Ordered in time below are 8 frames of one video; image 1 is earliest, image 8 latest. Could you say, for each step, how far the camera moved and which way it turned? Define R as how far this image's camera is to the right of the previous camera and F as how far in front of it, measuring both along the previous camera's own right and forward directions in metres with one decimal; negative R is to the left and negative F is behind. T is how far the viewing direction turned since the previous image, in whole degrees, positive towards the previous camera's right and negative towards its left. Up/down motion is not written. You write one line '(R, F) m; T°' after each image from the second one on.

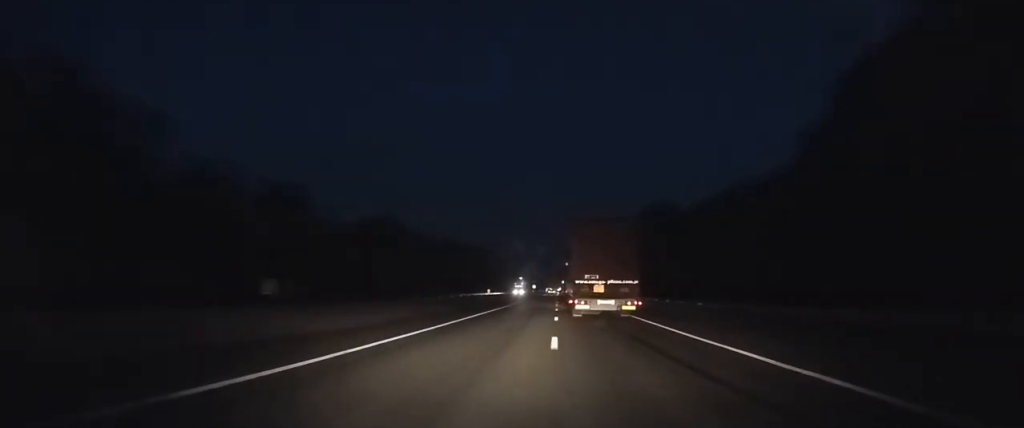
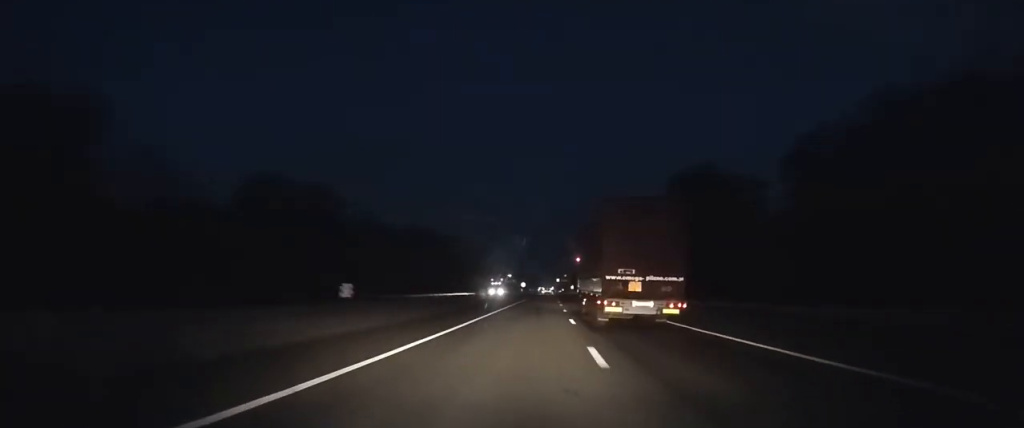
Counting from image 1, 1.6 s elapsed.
(+0.2, +36.1) m; +1°
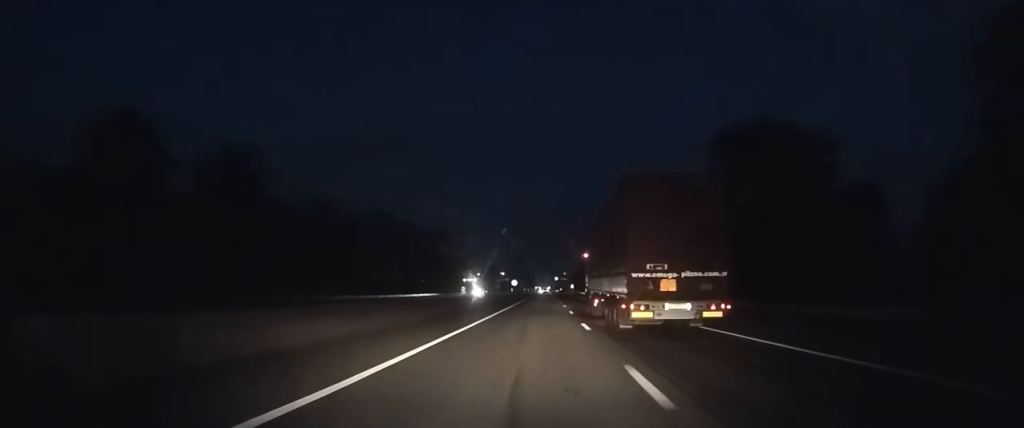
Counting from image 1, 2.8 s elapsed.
(+0.1, +23.2) m; 0°
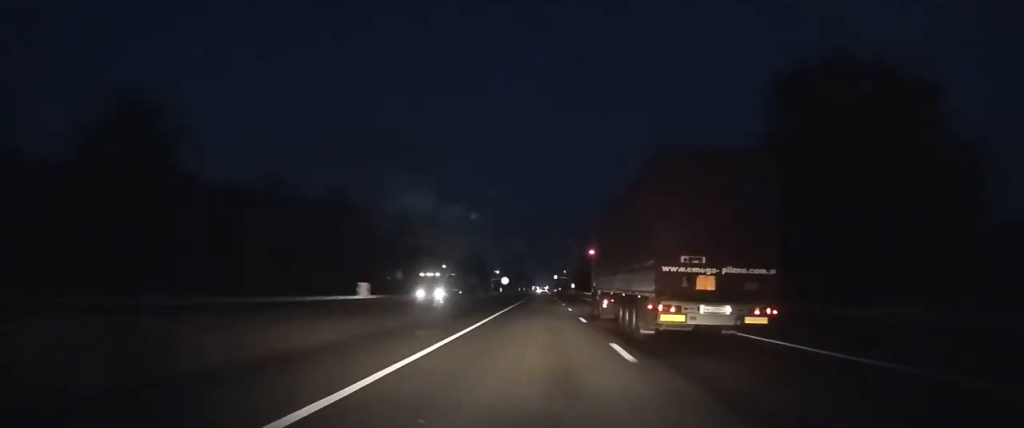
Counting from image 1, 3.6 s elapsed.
(0.0, +15.5) m; 0°
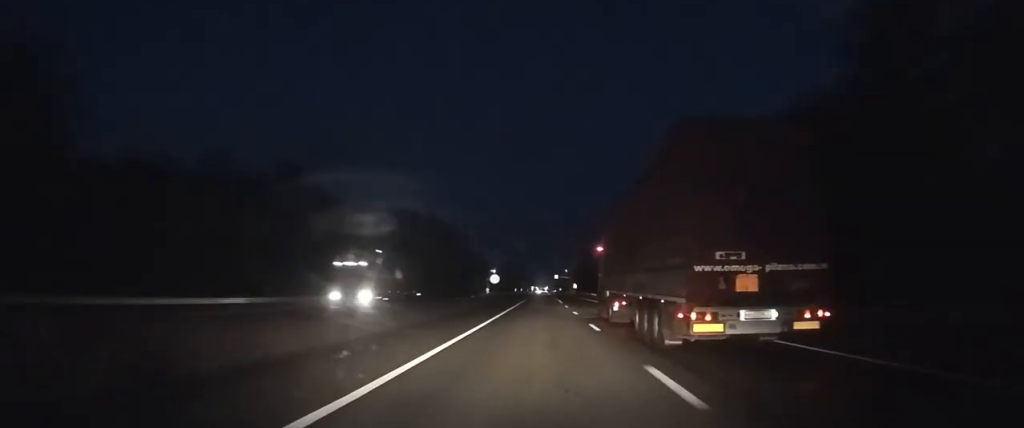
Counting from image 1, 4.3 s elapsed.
(0.0, +11.7) m; 0°
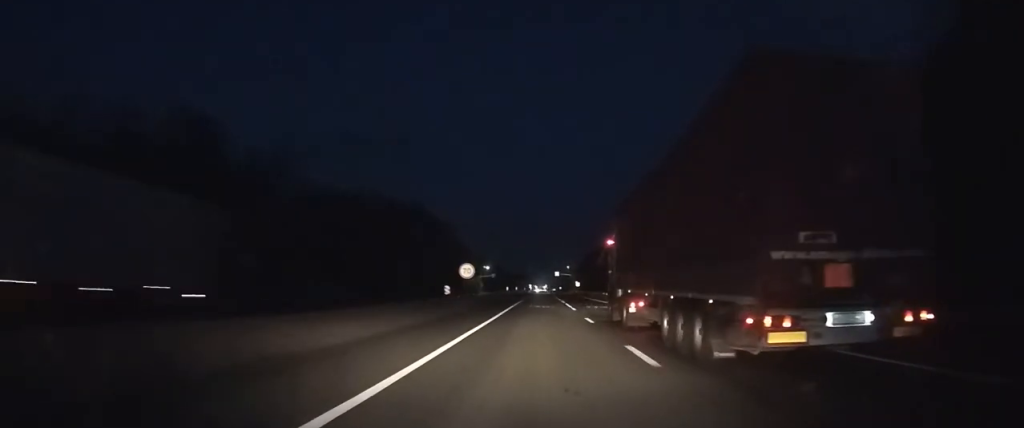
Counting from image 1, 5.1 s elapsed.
(0.0, +15.5) m; 0°
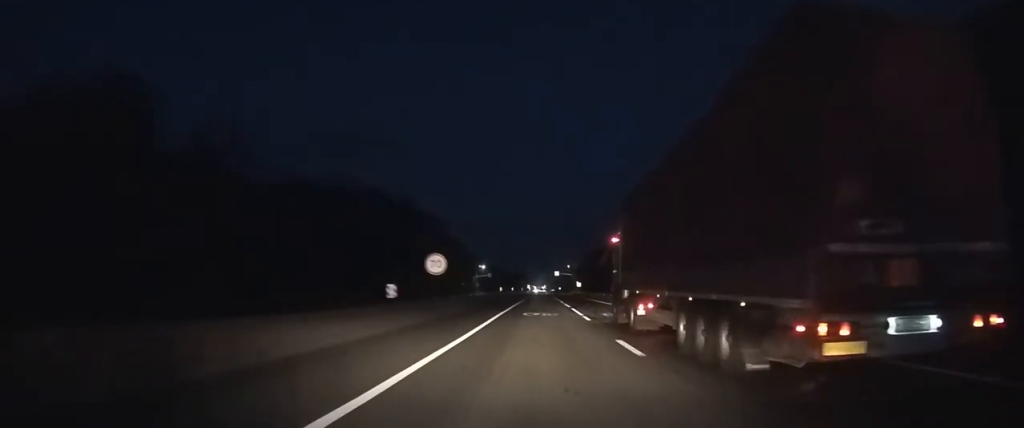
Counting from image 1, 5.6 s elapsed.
(0.0, +8.9) m; 0°
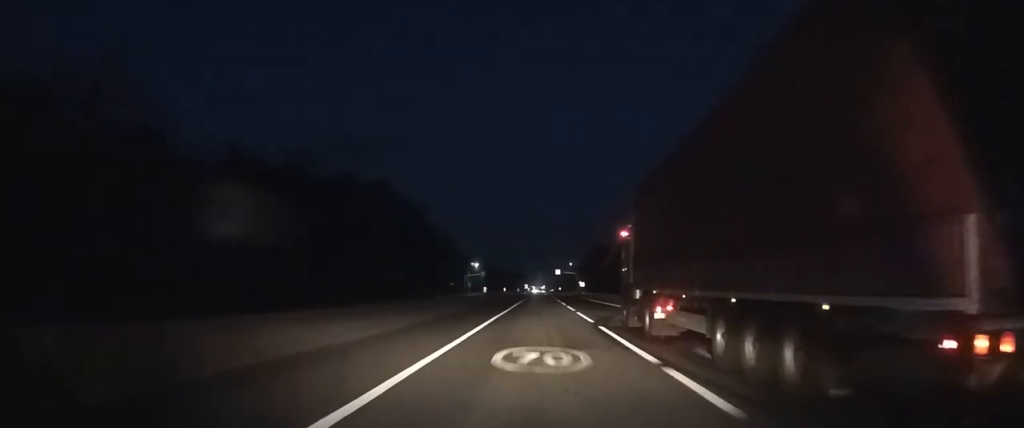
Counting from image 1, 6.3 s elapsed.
(0.0, +15.7) m; 0°
